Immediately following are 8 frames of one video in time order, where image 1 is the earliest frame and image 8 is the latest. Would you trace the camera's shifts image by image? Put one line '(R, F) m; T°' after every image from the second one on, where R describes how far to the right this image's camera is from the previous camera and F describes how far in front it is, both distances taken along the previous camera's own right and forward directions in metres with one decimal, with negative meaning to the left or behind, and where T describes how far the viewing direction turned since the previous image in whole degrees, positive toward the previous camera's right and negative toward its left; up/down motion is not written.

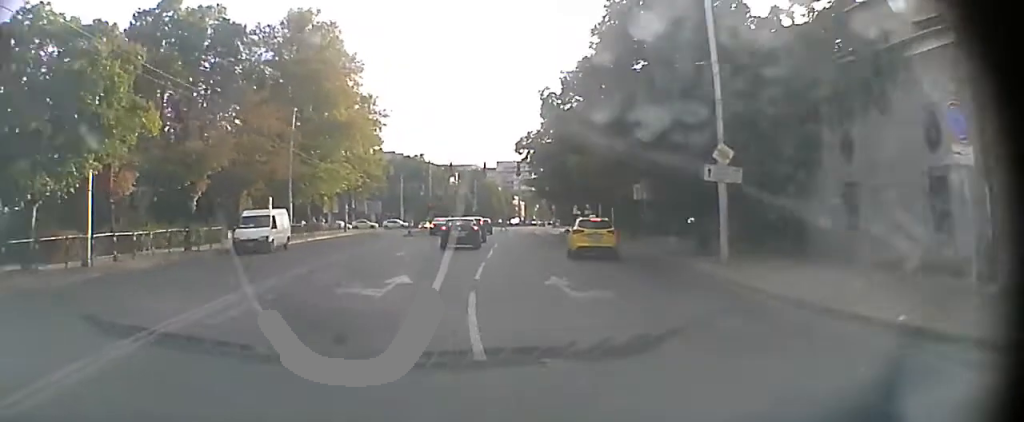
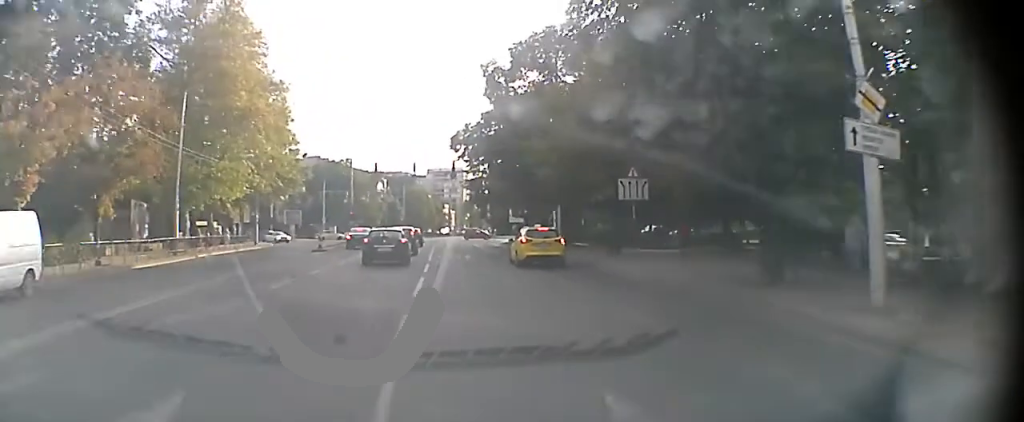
(+0.2, +12.1) m; +4°
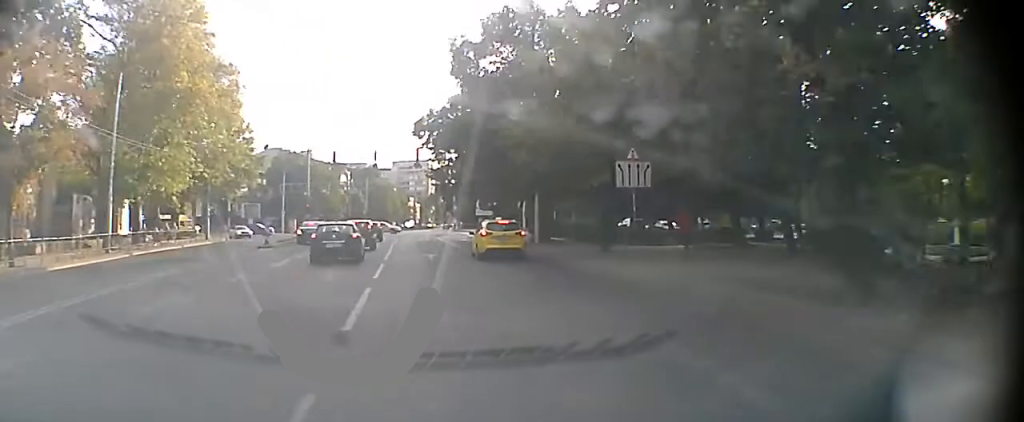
(+0.3, +6.0) m; +2°
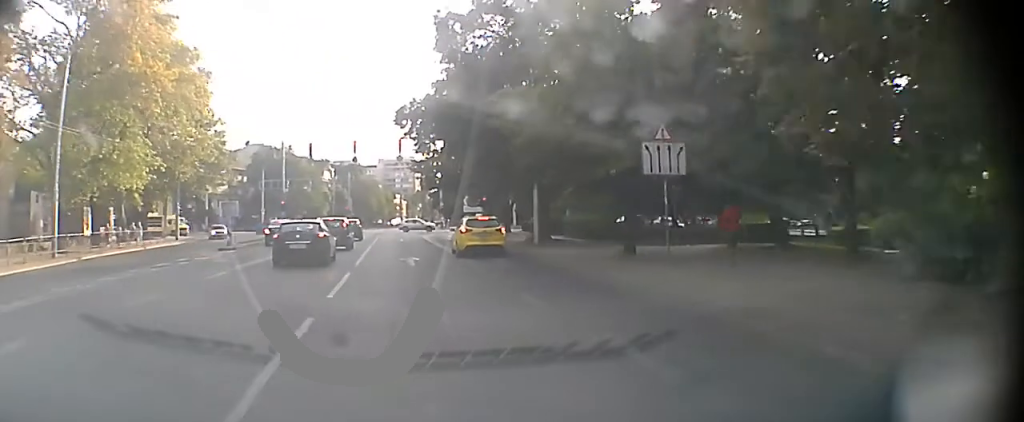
(+0.1, +5.2) m; +2°
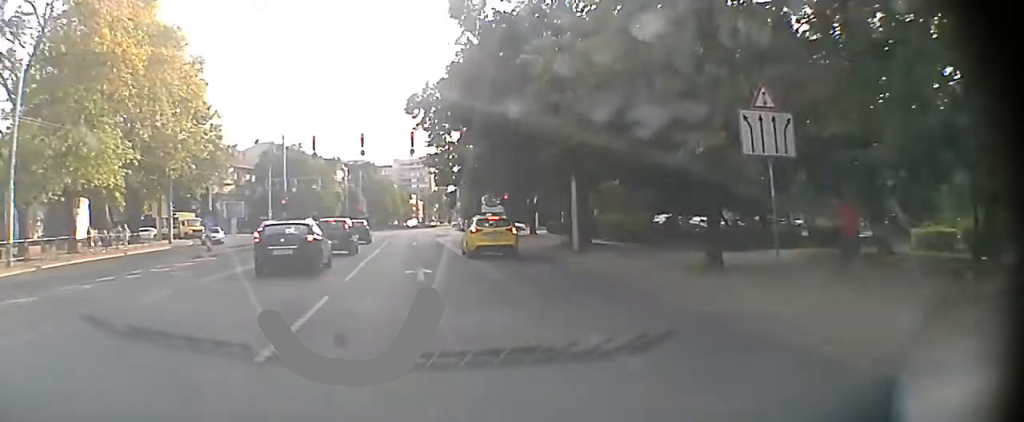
(+0.1, +7.1) m; 0°
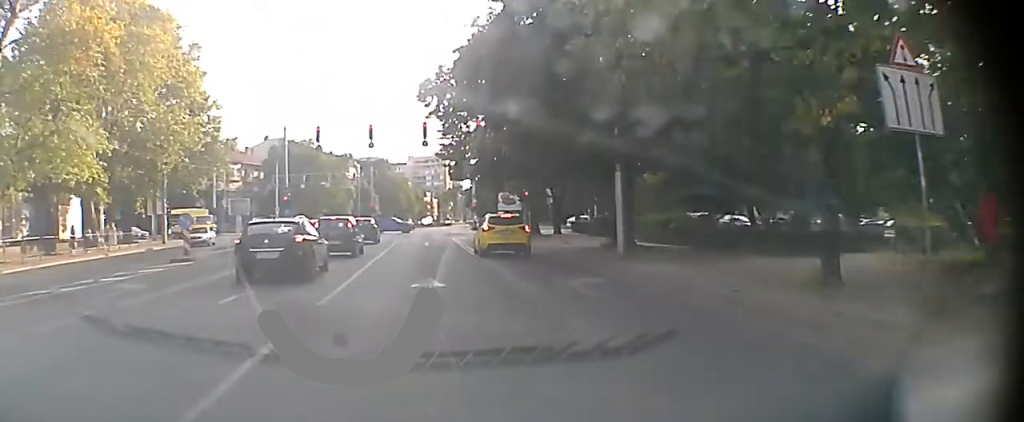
(0.0, +5.5) m; 0°
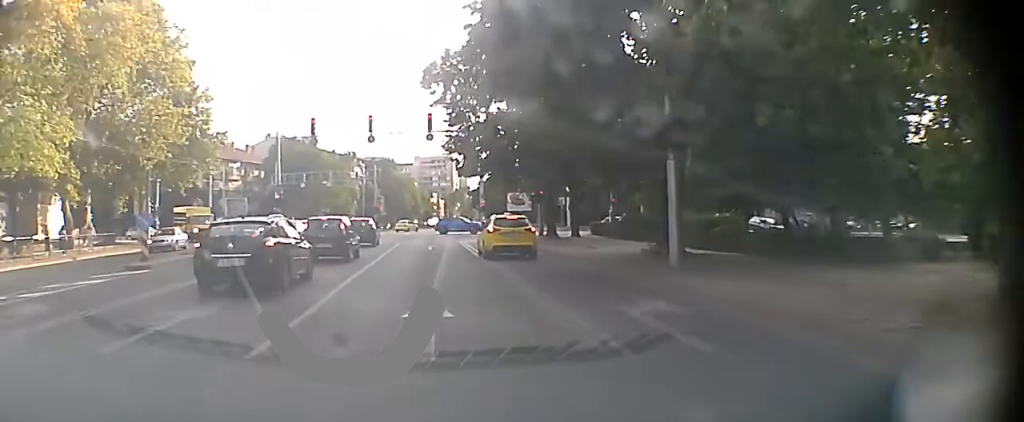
(0.0, +4.6) m; 0°
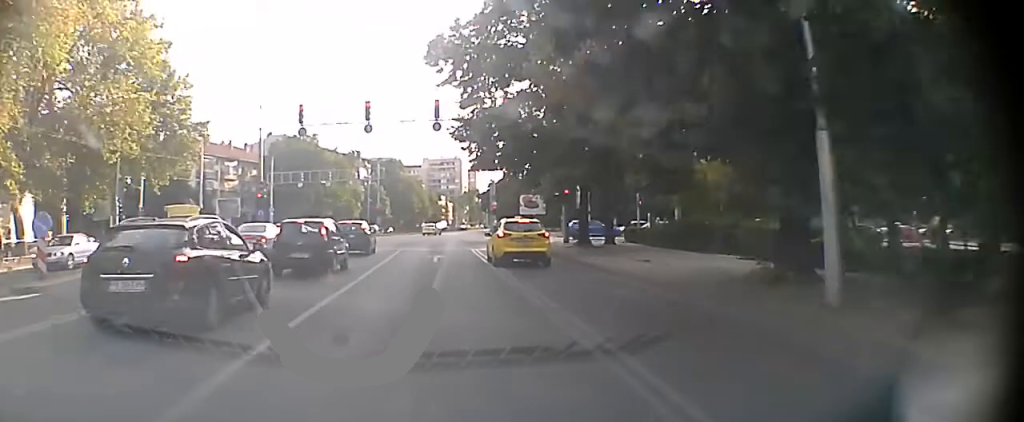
(0.0, +6.7) m; 0°
